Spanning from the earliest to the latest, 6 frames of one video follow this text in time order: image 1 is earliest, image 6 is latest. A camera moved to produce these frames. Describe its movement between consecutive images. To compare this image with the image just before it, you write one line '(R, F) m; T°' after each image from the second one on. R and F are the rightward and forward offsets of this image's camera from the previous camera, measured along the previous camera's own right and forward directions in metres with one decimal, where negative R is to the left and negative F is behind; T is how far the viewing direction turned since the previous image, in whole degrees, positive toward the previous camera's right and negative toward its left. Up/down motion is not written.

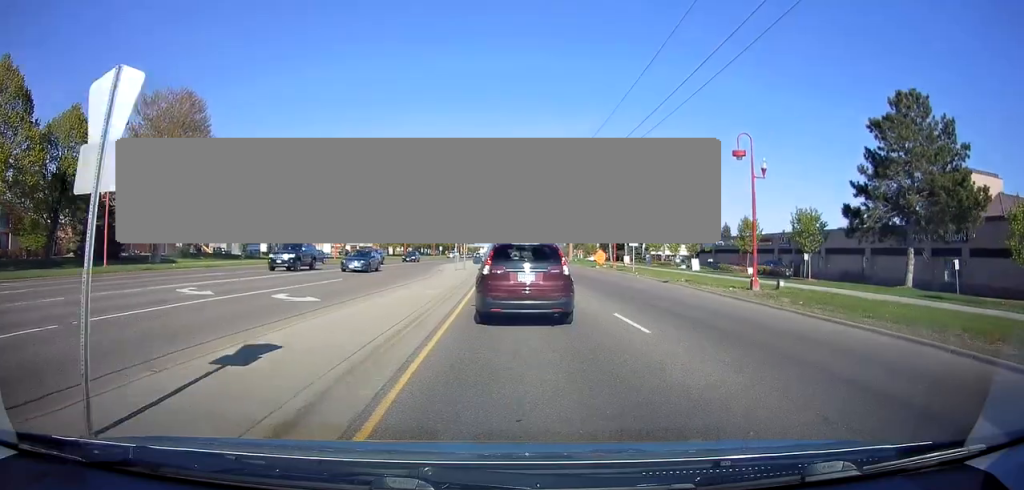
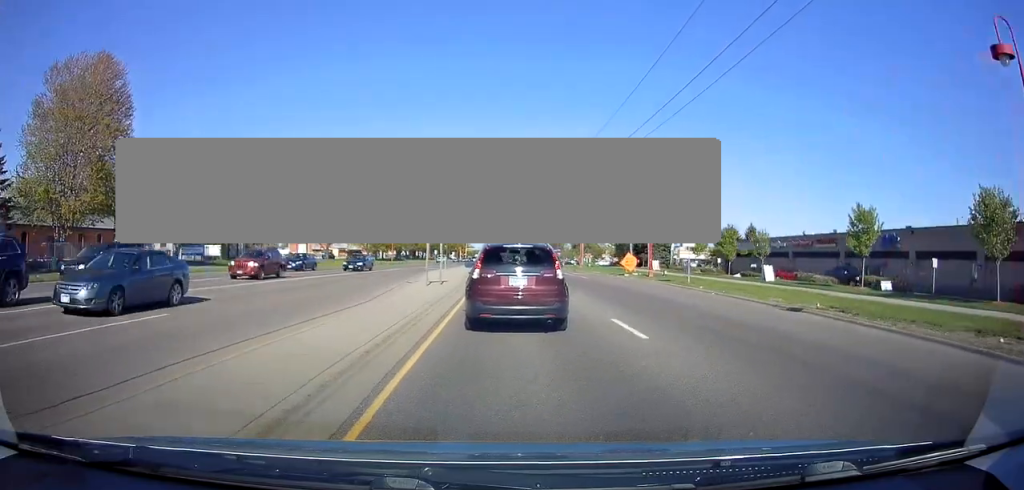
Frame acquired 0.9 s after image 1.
(+0.2, +15.5) m; +2°
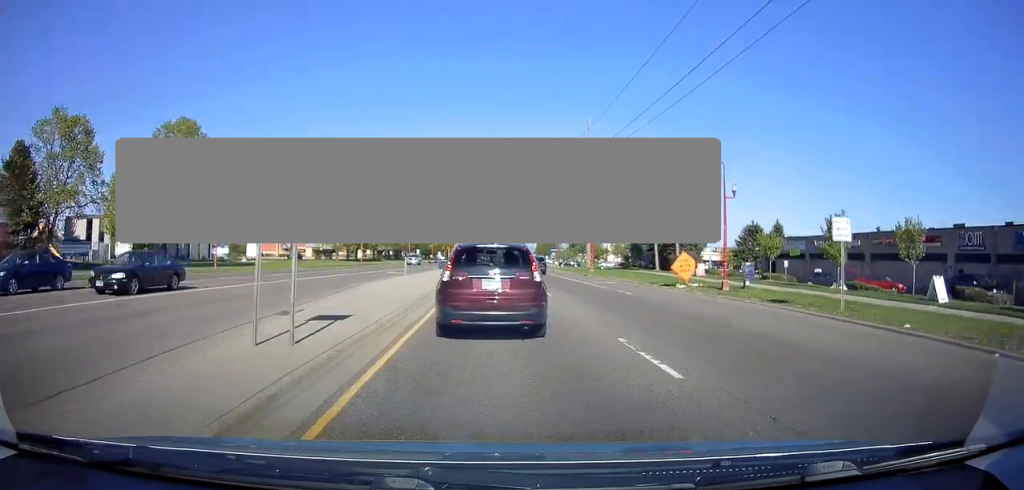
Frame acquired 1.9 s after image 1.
(+0.4, +18.2) m; +2°
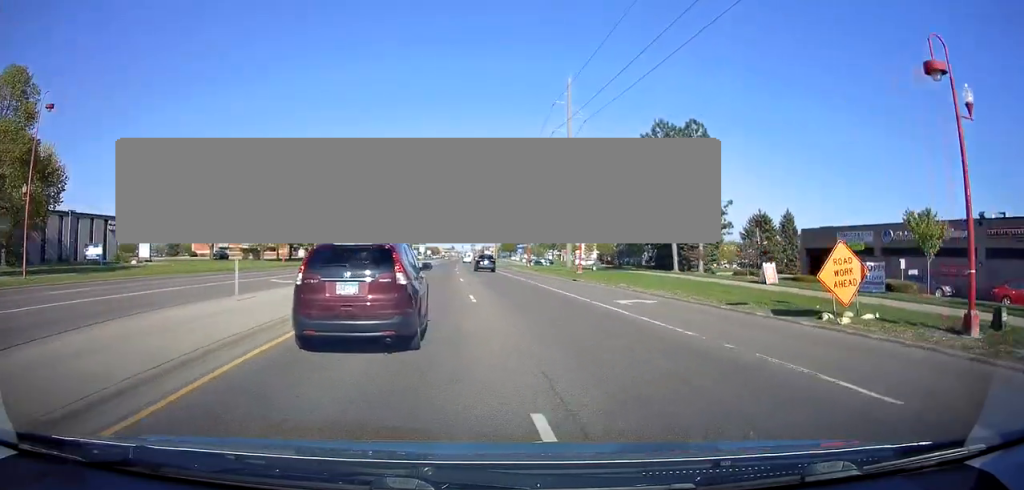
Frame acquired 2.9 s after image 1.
(+0.1, +19.2) m; 0°
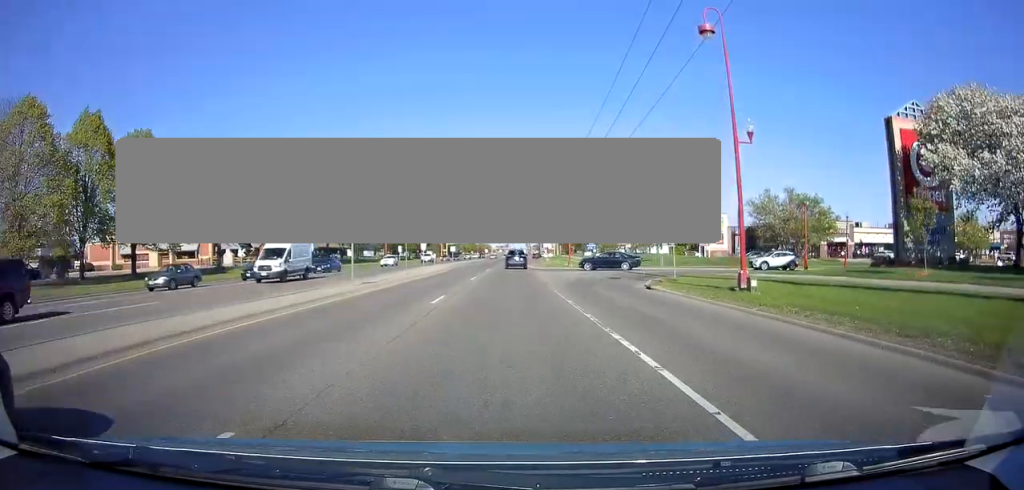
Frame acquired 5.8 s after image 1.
(-2.4, +56.3) m; -4°
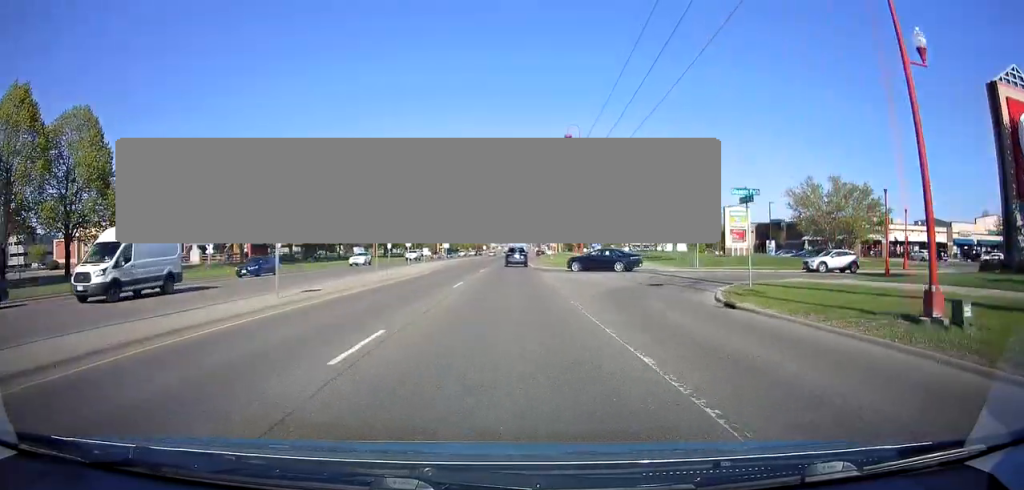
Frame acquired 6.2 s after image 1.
(+0.1, +7.8) m; 0°
